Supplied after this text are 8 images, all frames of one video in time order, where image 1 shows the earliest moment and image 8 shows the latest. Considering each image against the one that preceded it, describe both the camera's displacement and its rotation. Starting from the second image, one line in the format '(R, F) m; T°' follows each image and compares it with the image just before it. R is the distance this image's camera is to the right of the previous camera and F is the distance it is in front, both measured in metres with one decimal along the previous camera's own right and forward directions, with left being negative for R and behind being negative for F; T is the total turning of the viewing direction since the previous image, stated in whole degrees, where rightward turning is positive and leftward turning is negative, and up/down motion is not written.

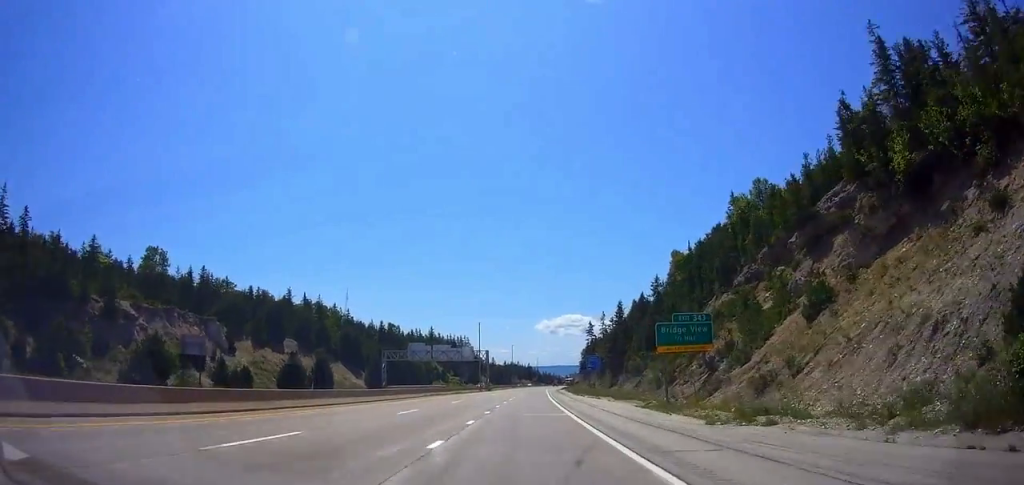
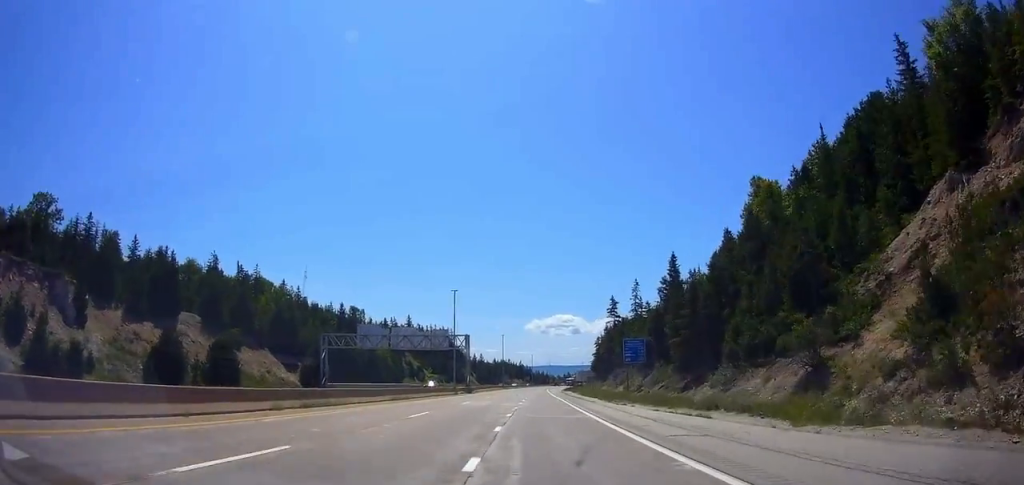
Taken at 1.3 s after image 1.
(+1.0, +33.7) m; +2°
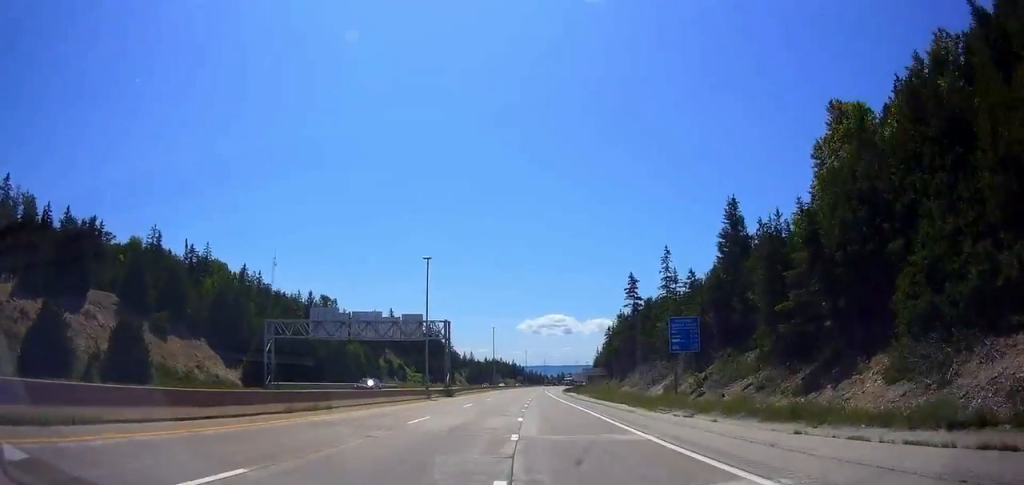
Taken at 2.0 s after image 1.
(+0.2, +17.8) m; 0°
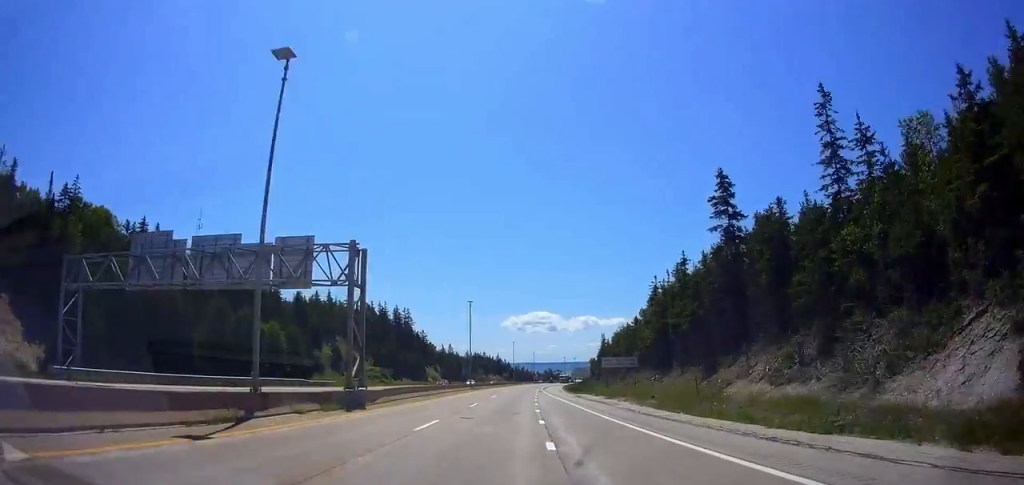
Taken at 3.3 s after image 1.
(+0.2, +33.0) m; +2°
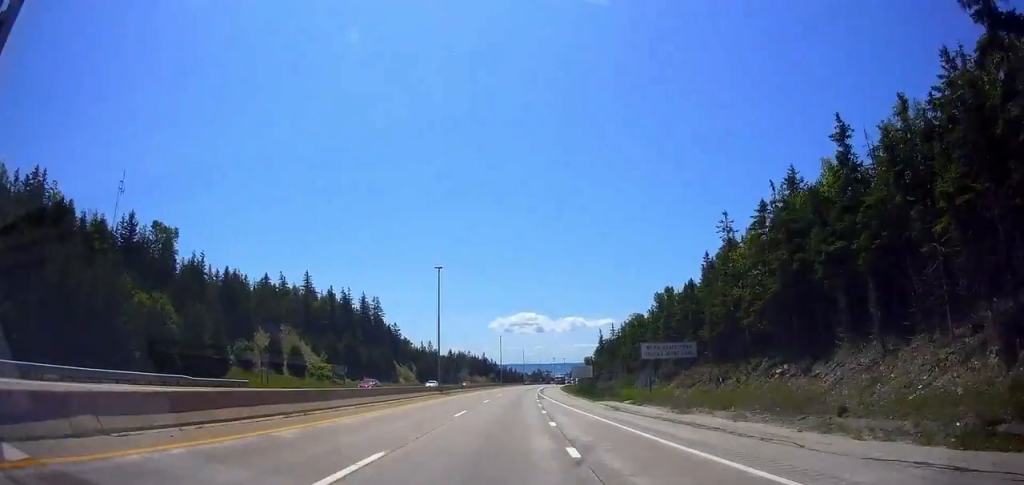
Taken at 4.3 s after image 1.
(+0.6, +24.6) m; +1°
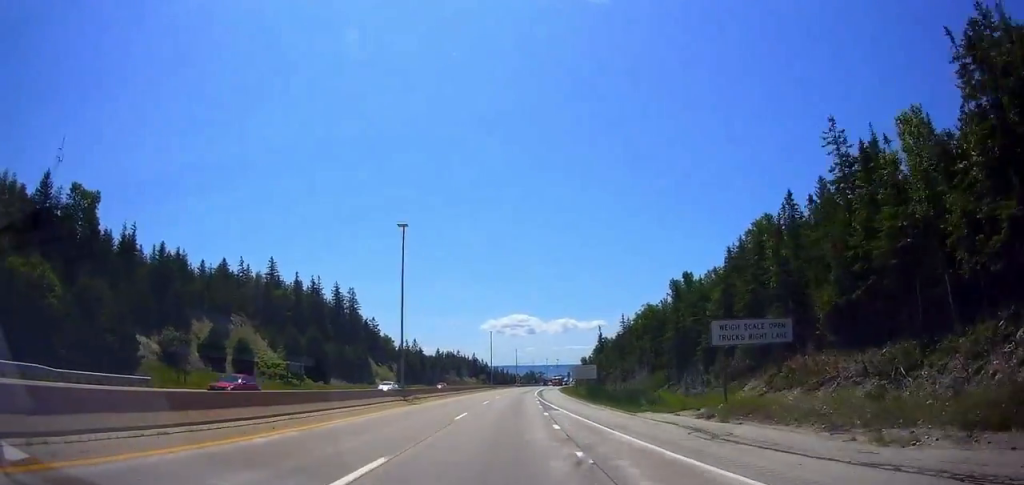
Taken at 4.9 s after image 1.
(0.0, +16.1) m; 0°
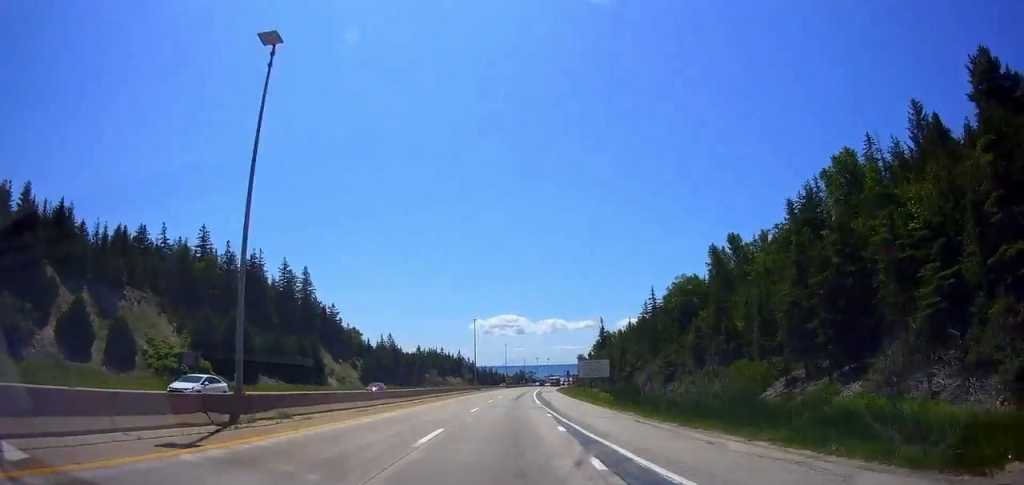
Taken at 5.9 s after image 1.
(0.0, +23.7) m; +1°
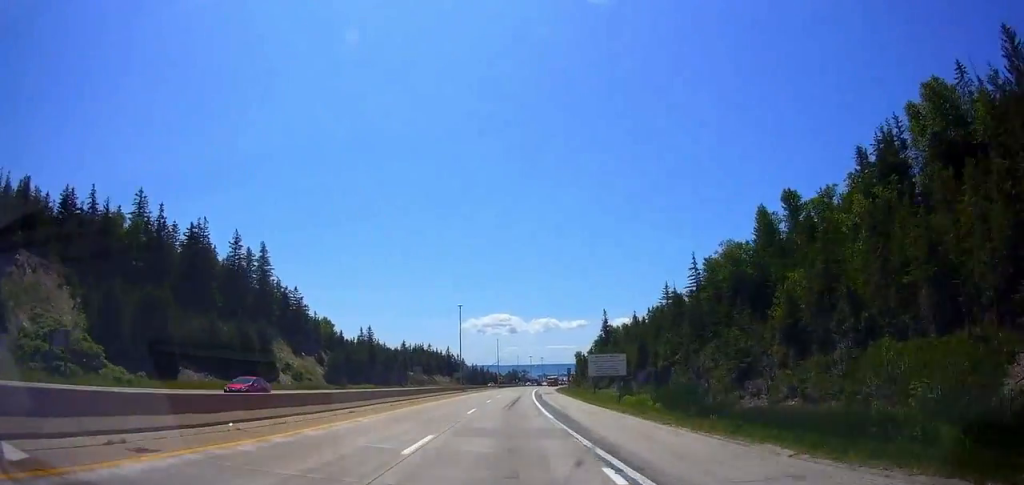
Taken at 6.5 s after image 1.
(+0.2, +16.7) m; +1°
